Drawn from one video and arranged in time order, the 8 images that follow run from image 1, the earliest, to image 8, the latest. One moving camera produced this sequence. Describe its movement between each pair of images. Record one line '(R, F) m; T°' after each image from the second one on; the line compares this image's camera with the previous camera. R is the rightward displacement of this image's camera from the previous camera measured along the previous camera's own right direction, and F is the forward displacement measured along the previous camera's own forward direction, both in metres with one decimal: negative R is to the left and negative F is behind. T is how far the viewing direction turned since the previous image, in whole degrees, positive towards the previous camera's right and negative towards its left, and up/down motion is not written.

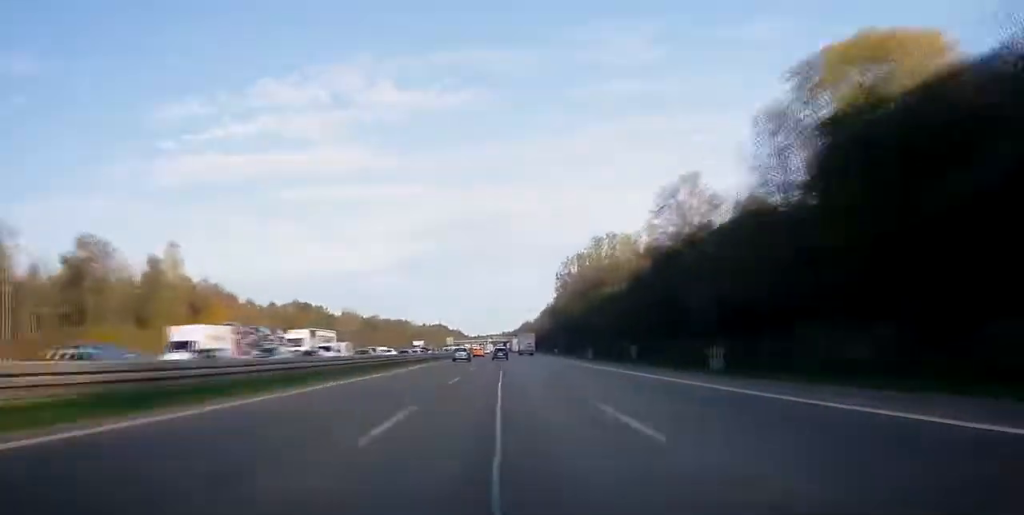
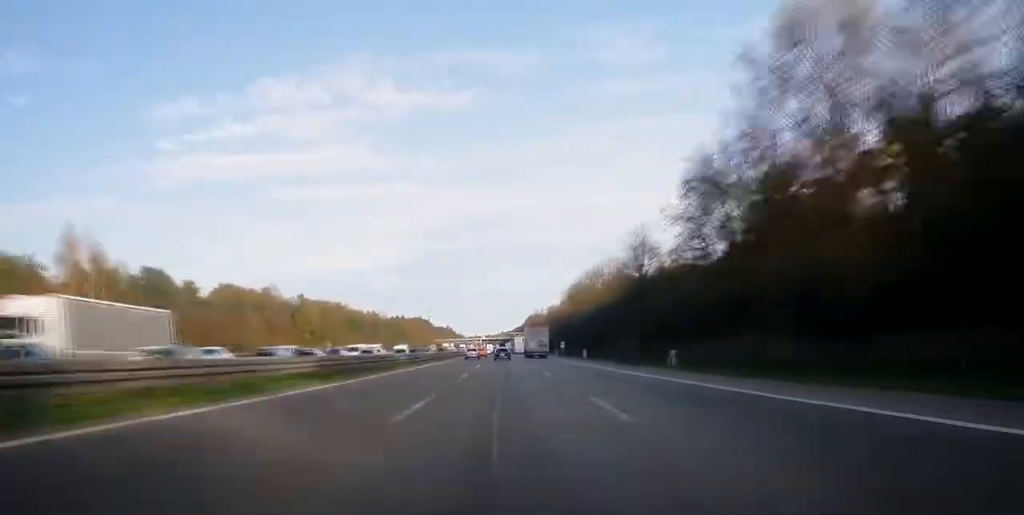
(+0.6, +136.3) m; 0°
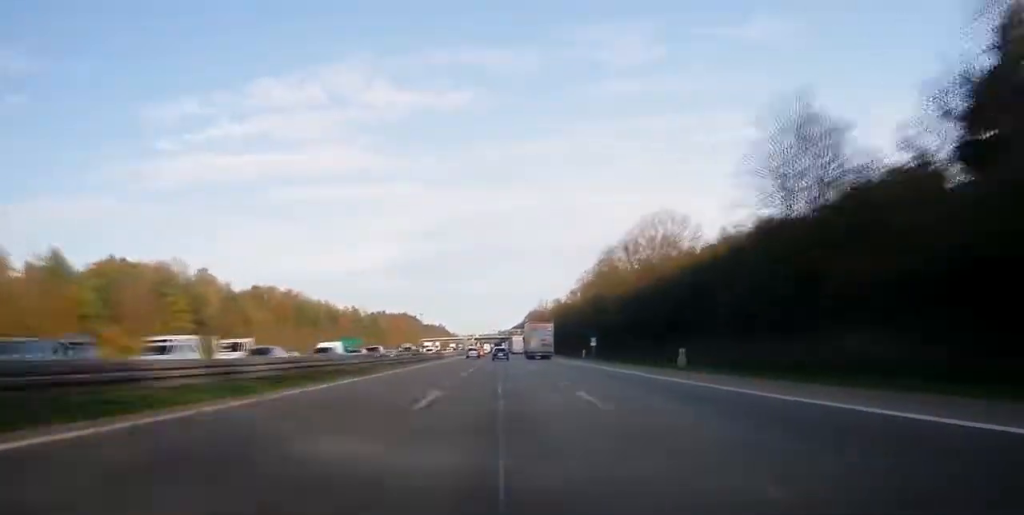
(-0.1, +50.5) m; 0°
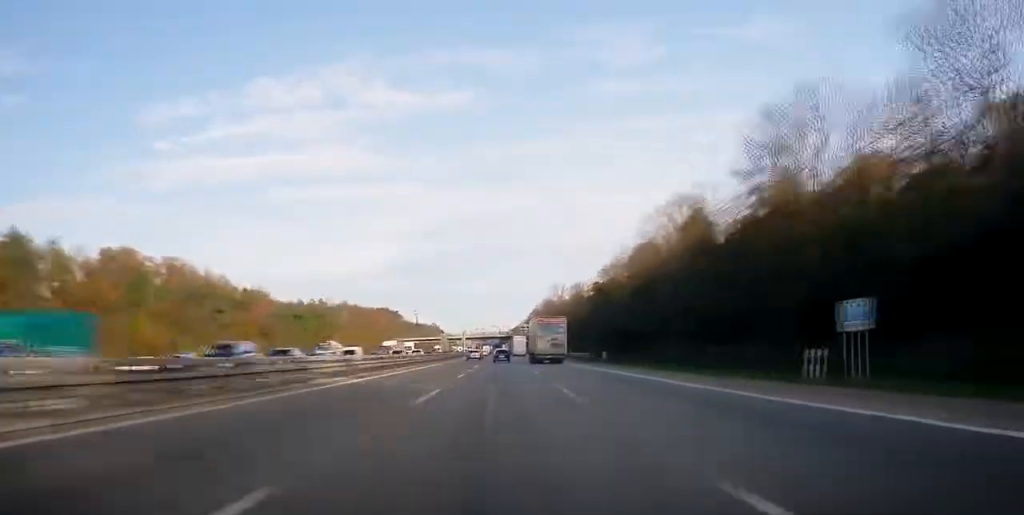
(-0.1, +69.4) m; 0°
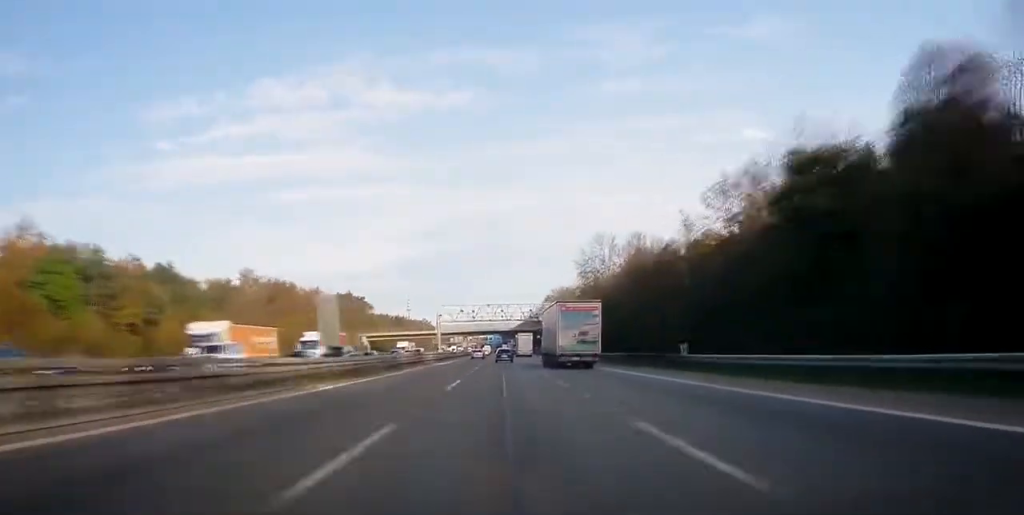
(+0.2, +83.2) m; 0°
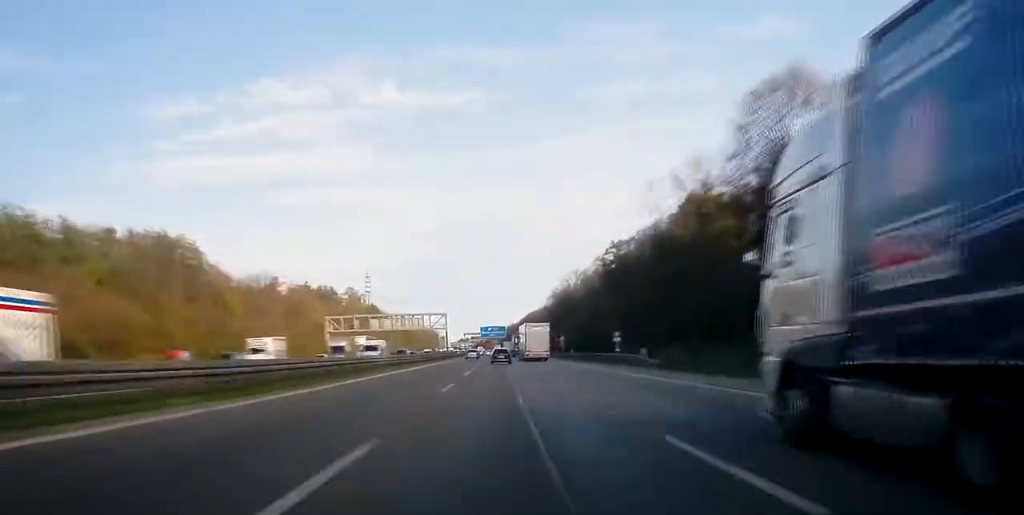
(-1.3, +235.0) m; -1°
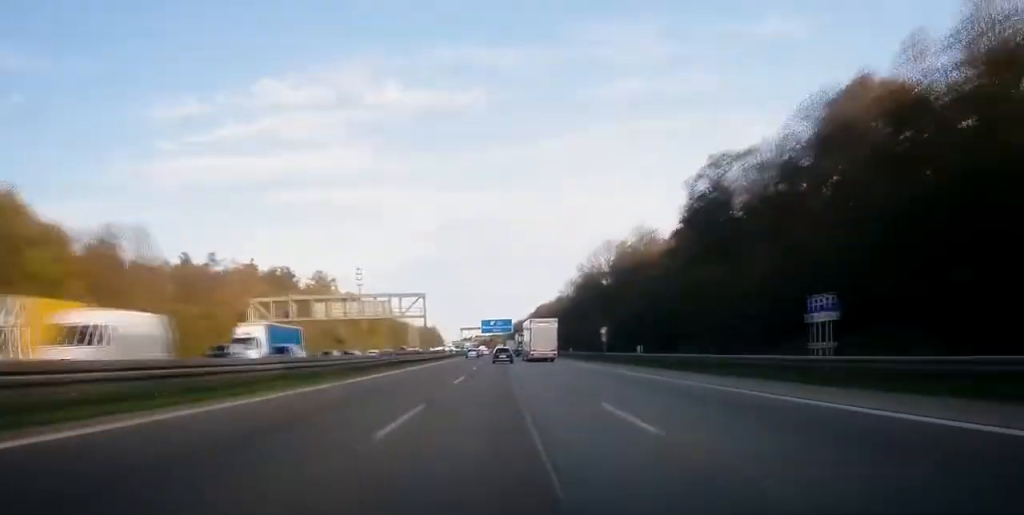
(0.0, +46.3) m; 0°
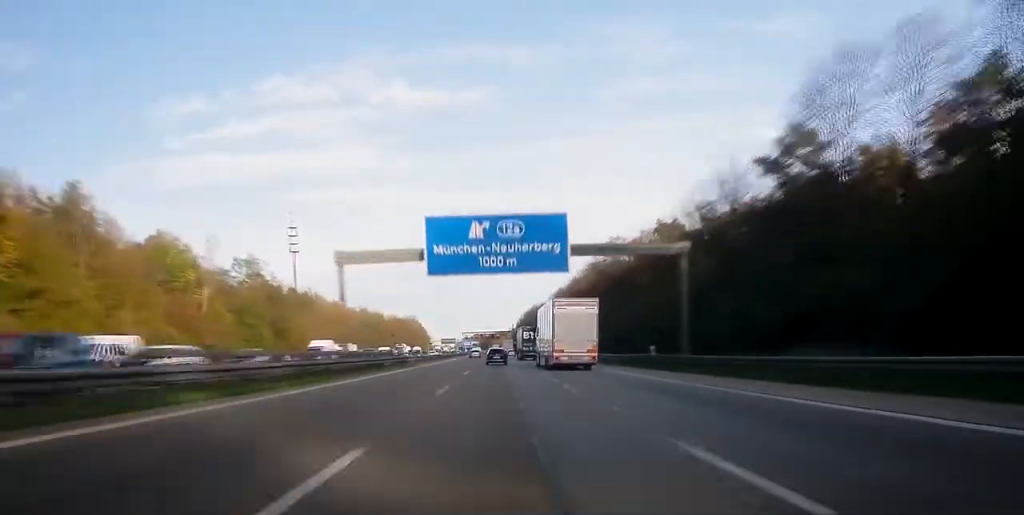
(-0.3, +149.9) m; -1°
